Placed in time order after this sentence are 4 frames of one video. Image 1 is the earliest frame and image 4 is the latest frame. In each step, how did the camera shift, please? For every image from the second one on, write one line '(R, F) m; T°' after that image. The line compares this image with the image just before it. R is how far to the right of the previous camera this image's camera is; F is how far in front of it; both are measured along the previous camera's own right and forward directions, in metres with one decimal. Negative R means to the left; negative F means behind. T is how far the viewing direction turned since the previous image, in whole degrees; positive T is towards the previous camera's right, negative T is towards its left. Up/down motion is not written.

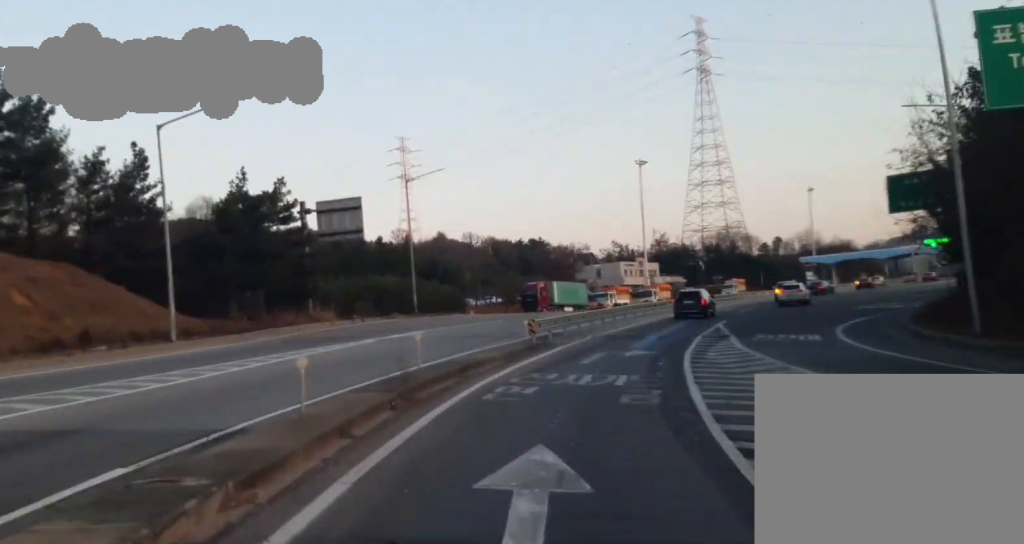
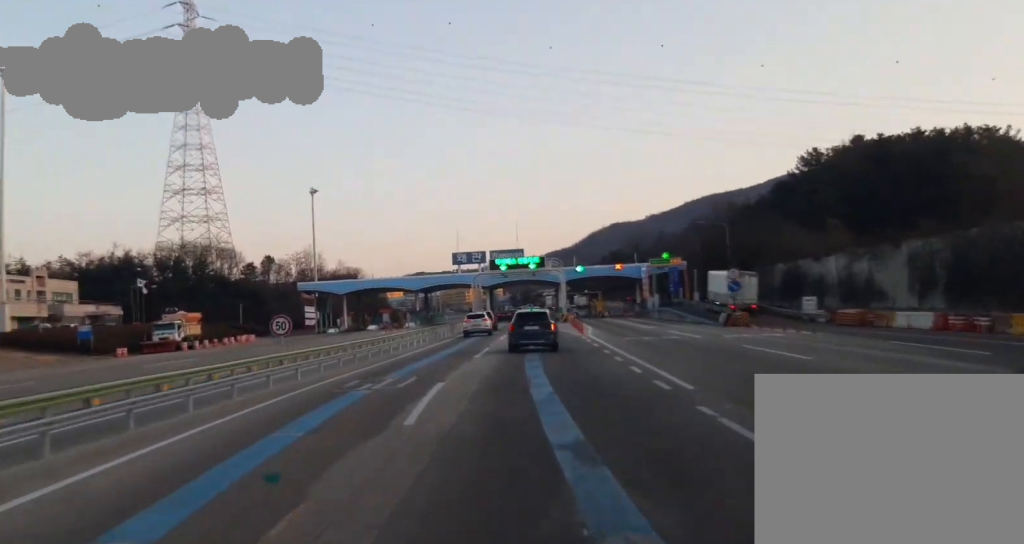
(+30.6, +85.7) m; +32°
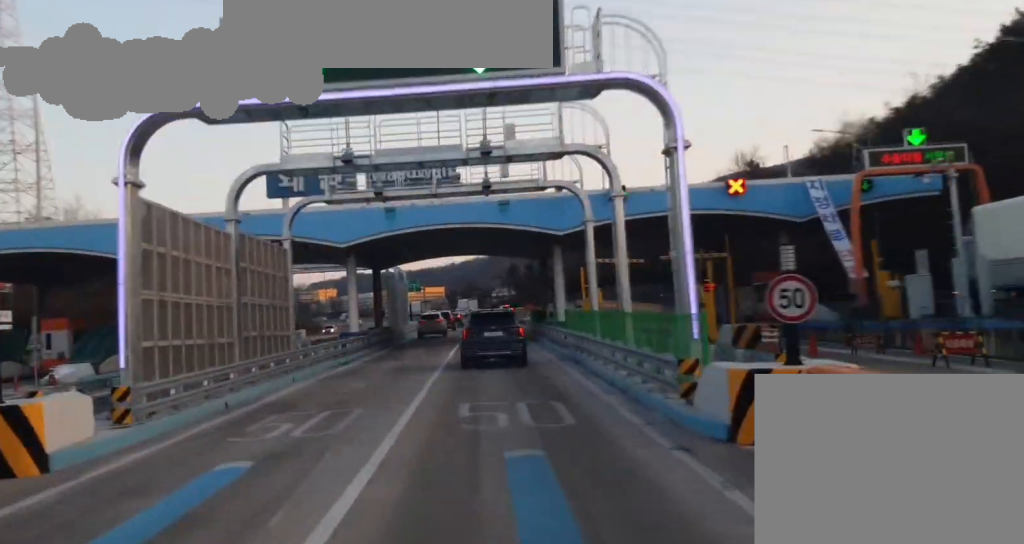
(+1.8, +87.2) m; +5°
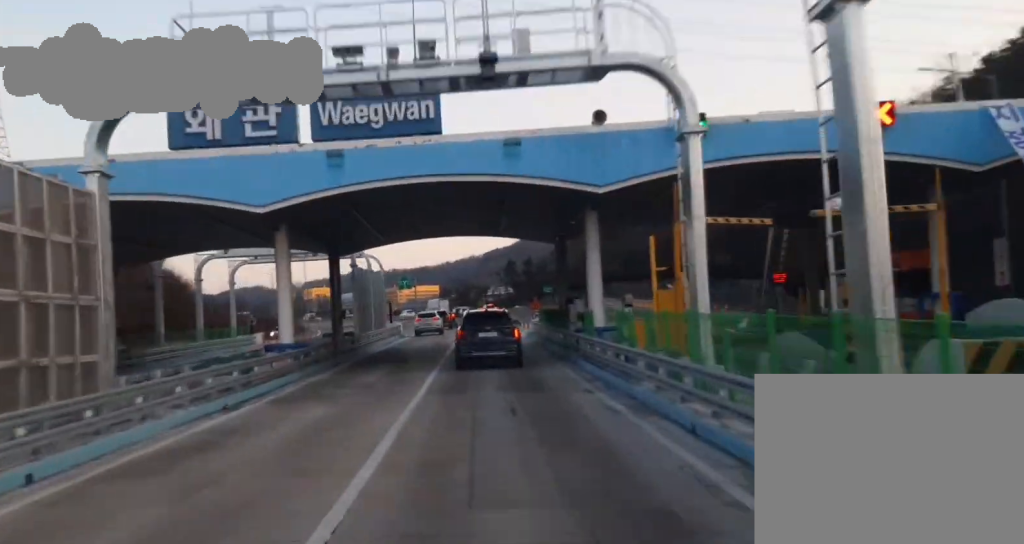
(+0.2, +16.0) m; +1°
